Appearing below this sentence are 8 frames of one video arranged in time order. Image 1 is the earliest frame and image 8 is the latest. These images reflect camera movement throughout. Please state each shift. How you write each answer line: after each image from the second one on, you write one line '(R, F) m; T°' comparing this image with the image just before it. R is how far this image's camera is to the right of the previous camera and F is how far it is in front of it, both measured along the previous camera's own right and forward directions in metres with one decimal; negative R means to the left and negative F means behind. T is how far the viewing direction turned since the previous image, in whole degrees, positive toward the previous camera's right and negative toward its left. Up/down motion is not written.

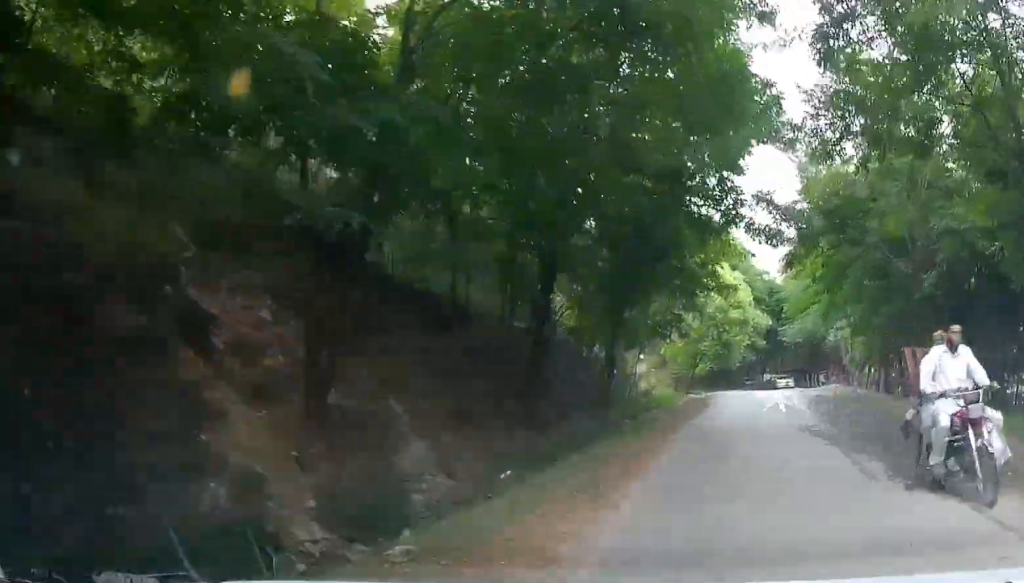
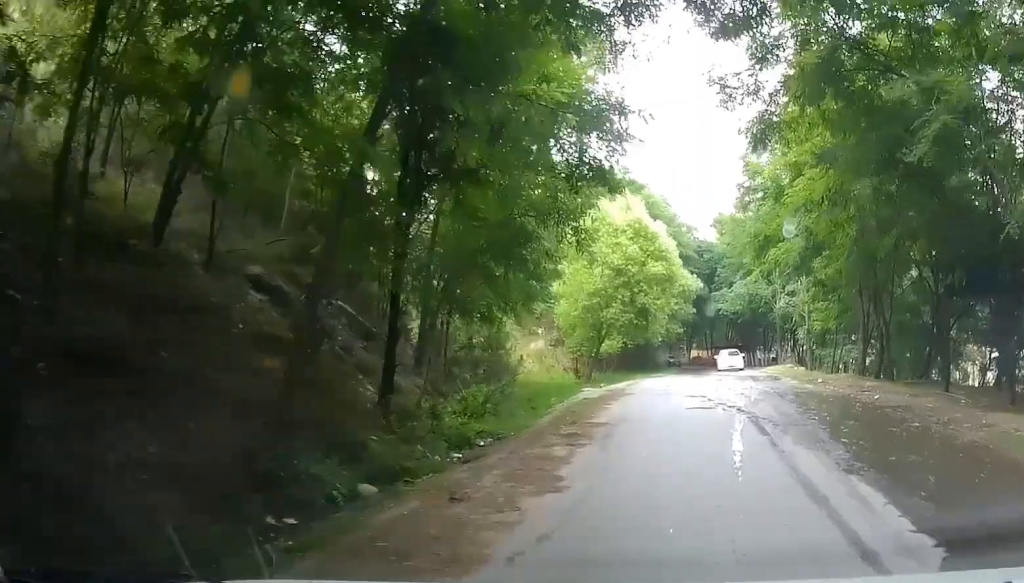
(+1.1, +12.3) m; +11°
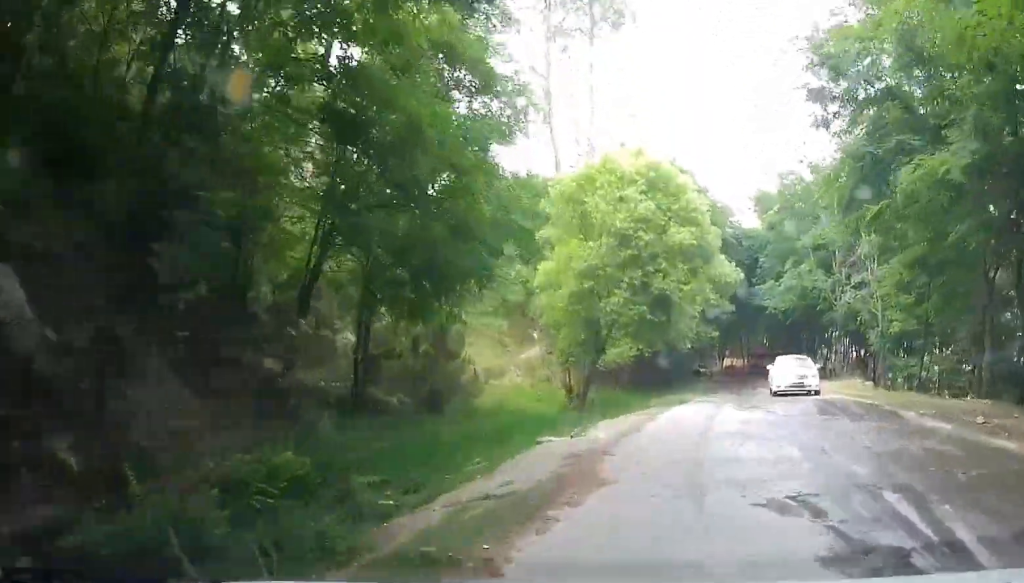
(+0.6, +8.5) m; +5°
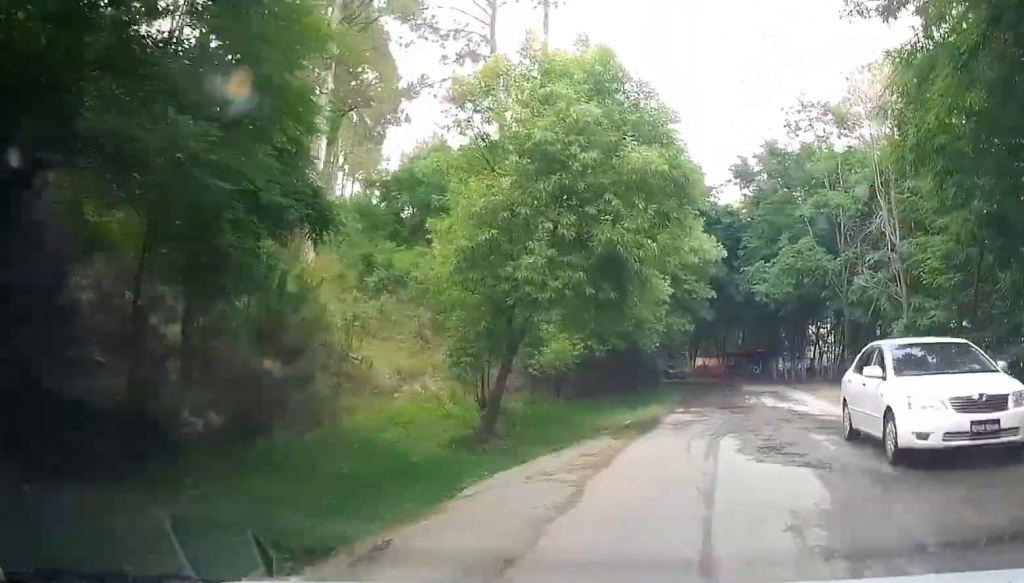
(+0.1, +7.7) m; 0°
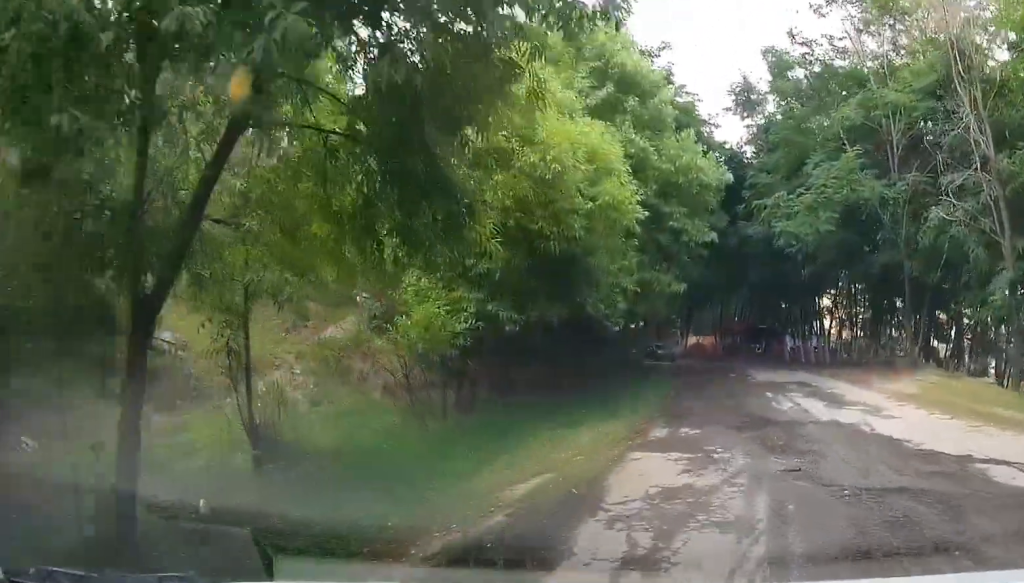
(-0.2, +9.8) m; -3°
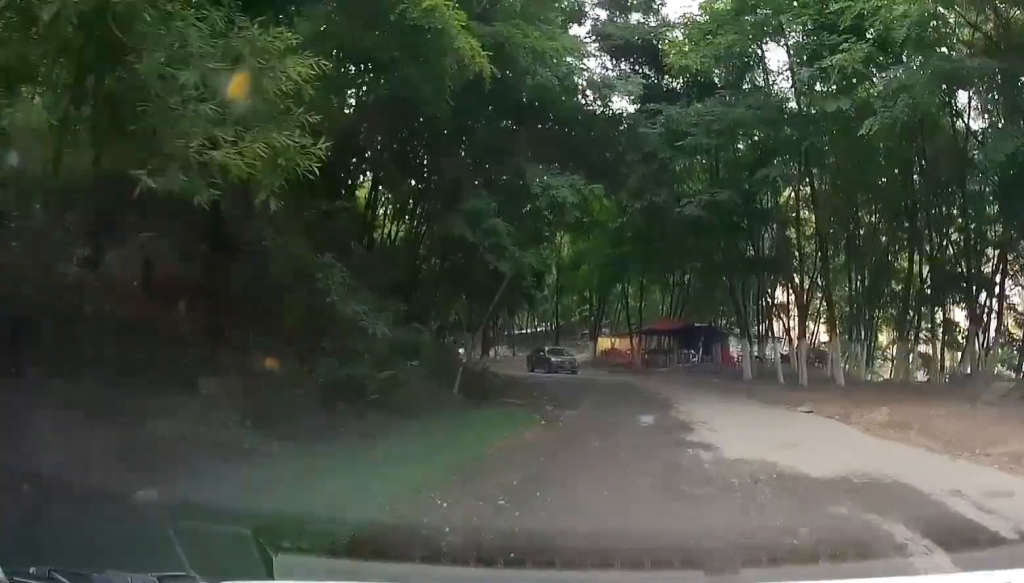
(+0.3, +17.6) m; +6°
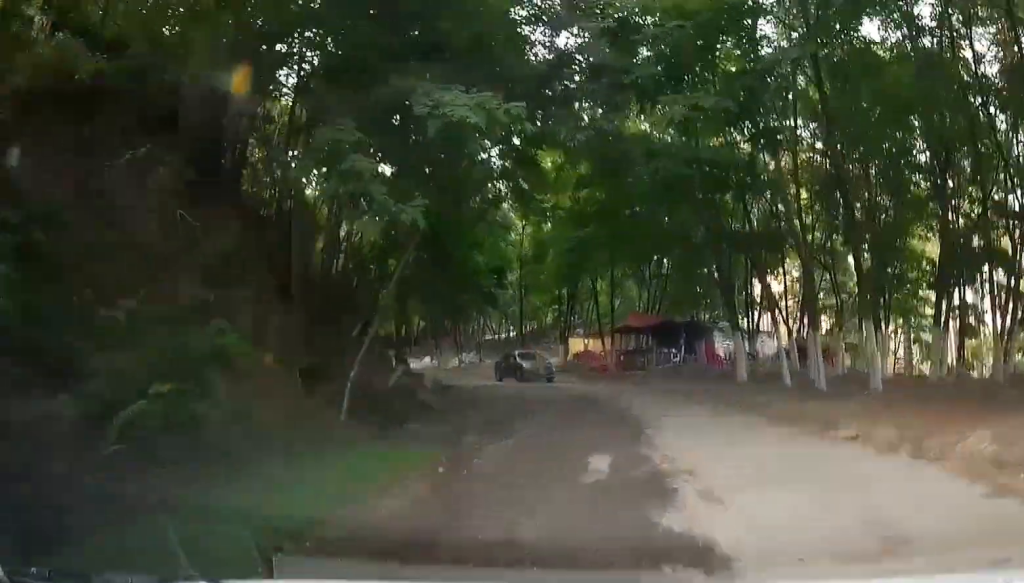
(+0.2, +5.0) m; -3°
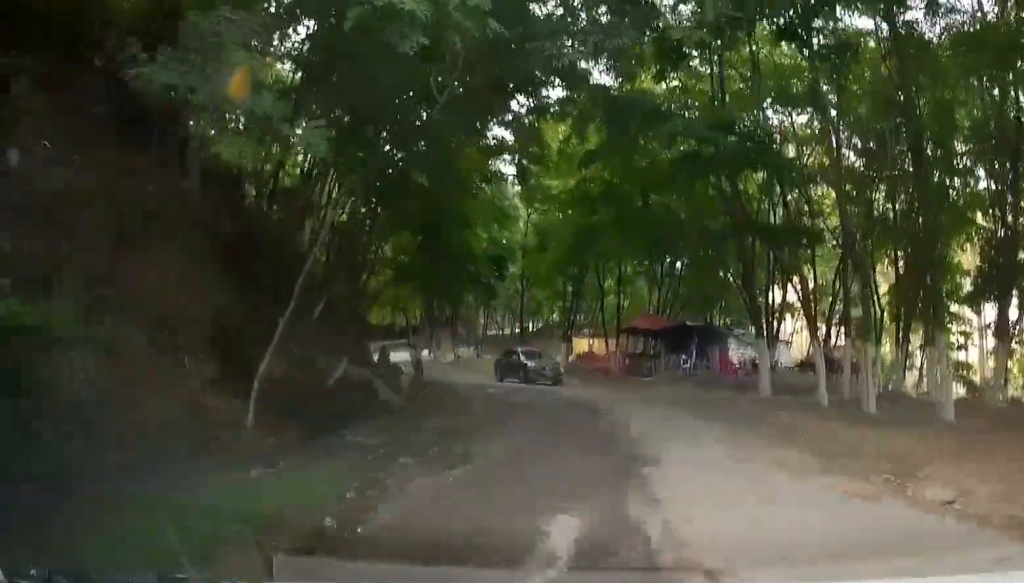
(+0.1, +3.2) m; -2°
